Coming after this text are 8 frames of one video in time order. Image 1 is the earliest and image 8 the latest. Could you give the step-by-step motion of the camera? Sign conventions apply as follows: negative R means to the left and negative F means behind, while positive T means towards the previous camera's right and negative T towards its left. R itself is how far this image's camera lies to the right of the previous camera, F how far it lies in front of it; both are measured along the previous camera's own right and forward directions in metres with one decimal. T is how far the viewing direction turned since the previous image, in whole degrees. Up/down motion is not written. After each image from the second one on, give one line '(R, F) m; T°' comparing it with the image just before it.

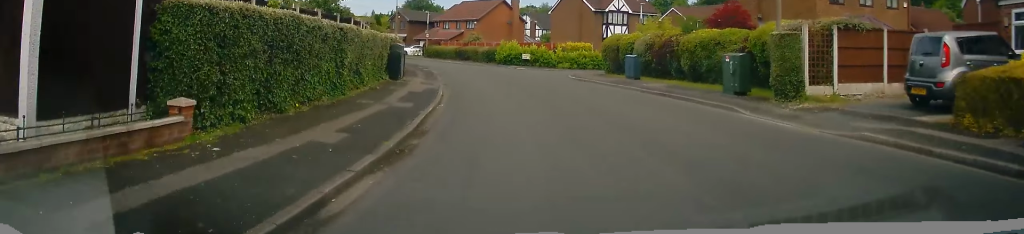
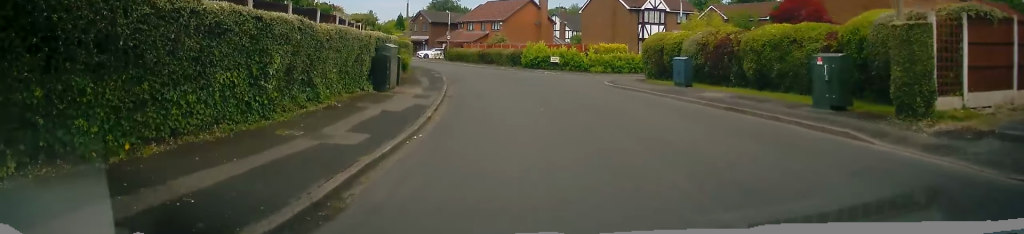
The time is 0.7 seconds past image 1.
(-0.2, +4.8) m; -3°
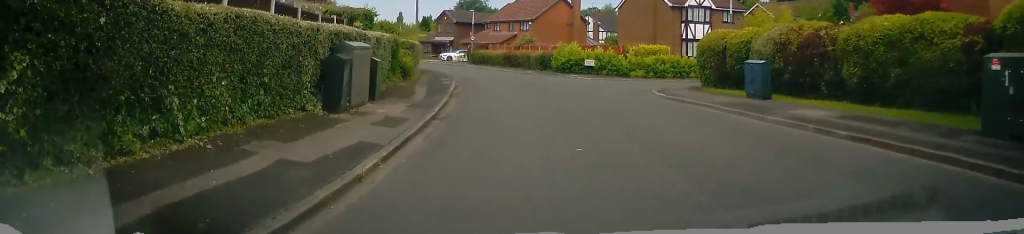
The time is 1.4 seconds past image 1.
(-0.2, +5.3) m; -2°
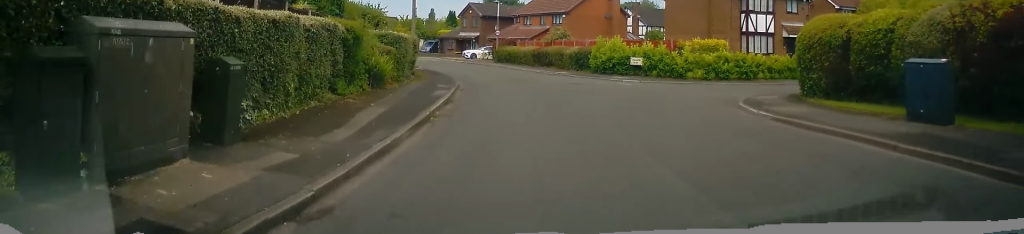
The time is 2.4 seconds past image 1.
(0.0, +7.2) m; -1°
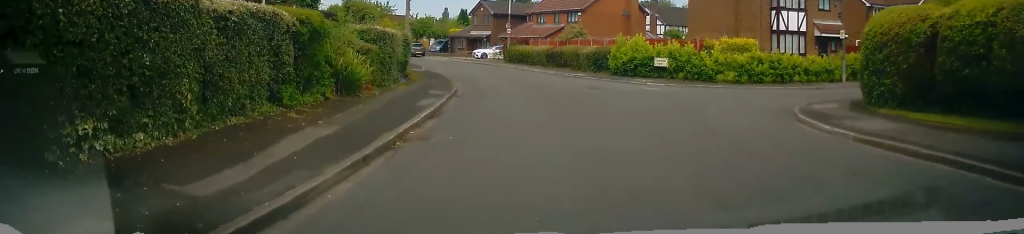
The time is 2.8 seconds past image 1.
(-0.1, +3.2) m; -1°
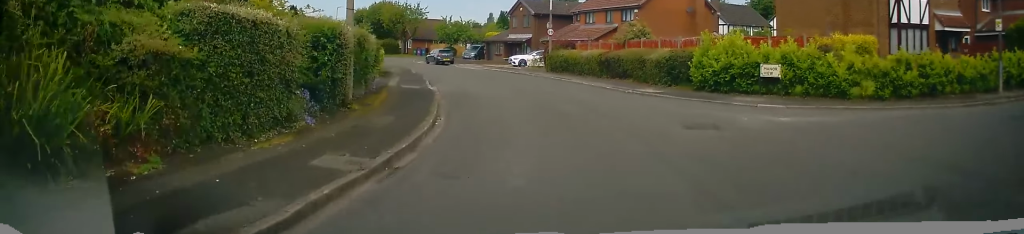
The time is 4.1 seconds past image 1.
(-0.1, +9.5) m; -5°
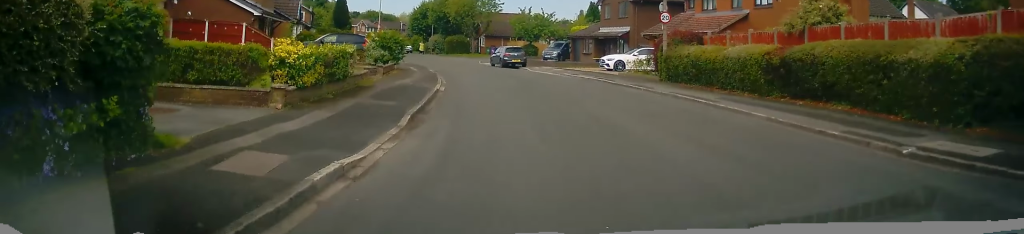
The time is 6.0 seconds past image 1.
(-2.0, +13.8) m; -13°
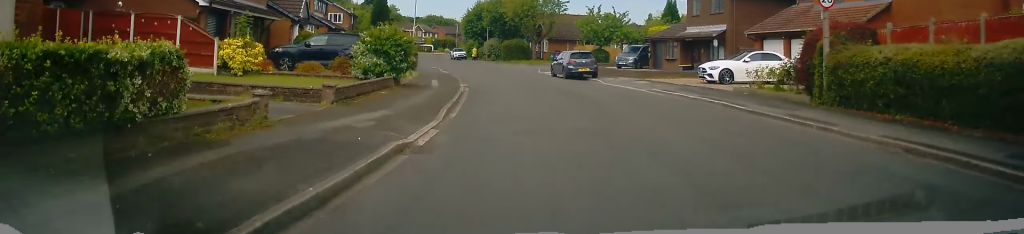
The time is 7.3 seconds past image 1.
(-0.1, +9.6) m; -1°
